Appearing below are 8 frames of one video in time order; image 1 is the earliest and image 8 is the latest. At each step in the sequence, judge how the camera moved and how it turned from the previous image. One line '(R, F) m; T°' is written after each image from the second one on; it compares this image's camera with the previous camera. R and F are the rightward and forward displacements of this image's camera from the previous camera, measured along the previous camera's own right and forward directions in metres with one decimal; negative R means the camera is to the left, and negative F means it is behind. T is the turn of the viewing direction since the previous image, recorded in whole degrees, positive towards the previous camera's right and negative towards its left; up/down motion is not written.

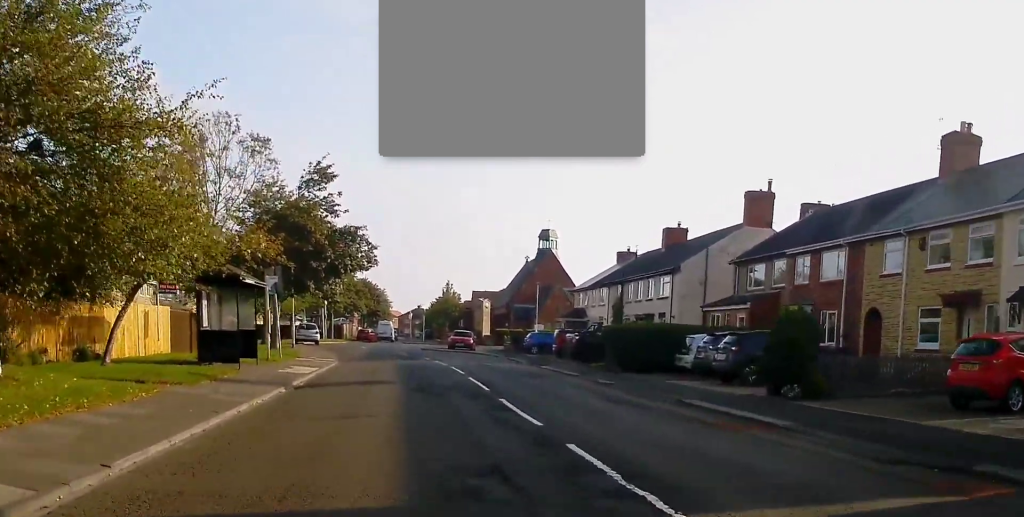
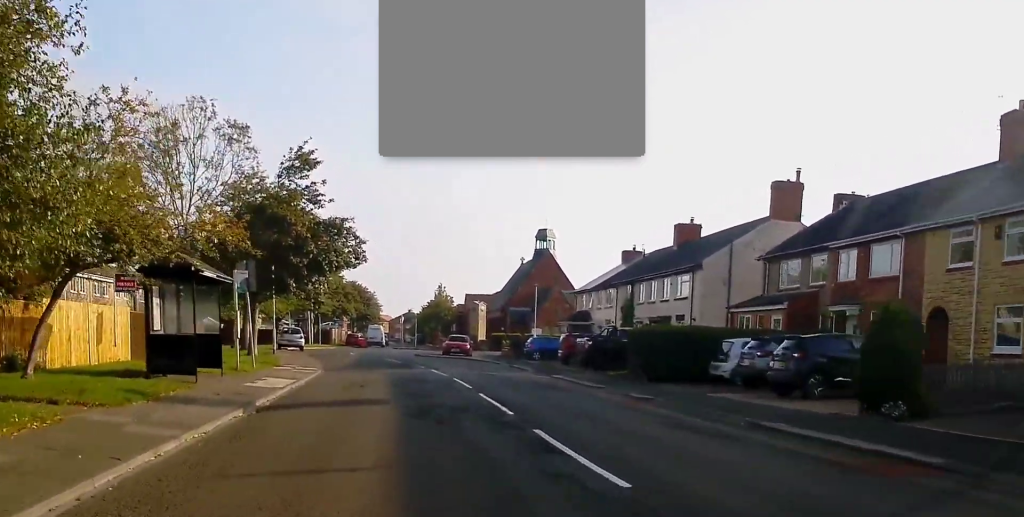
(0.0, +4.1) m; 0°
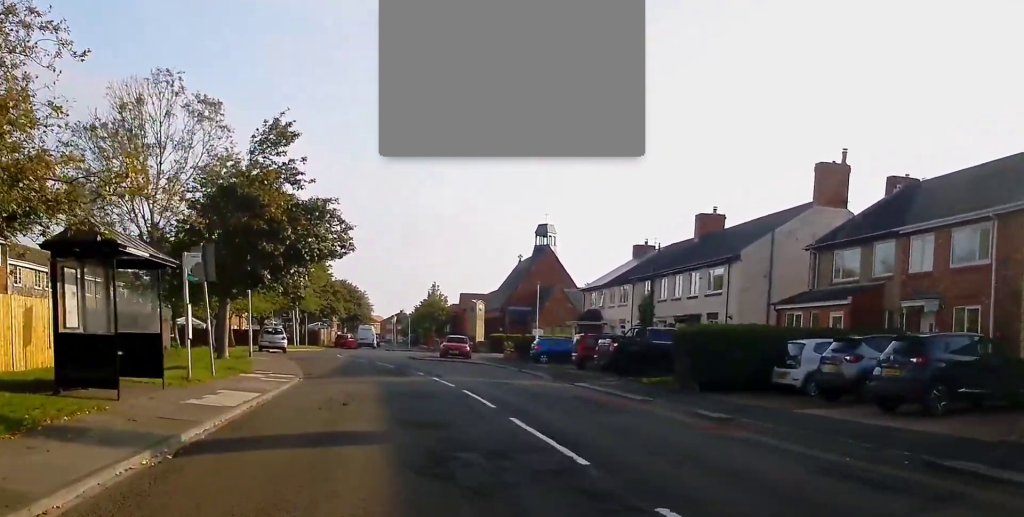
(0.0, +5.0) m; -1°
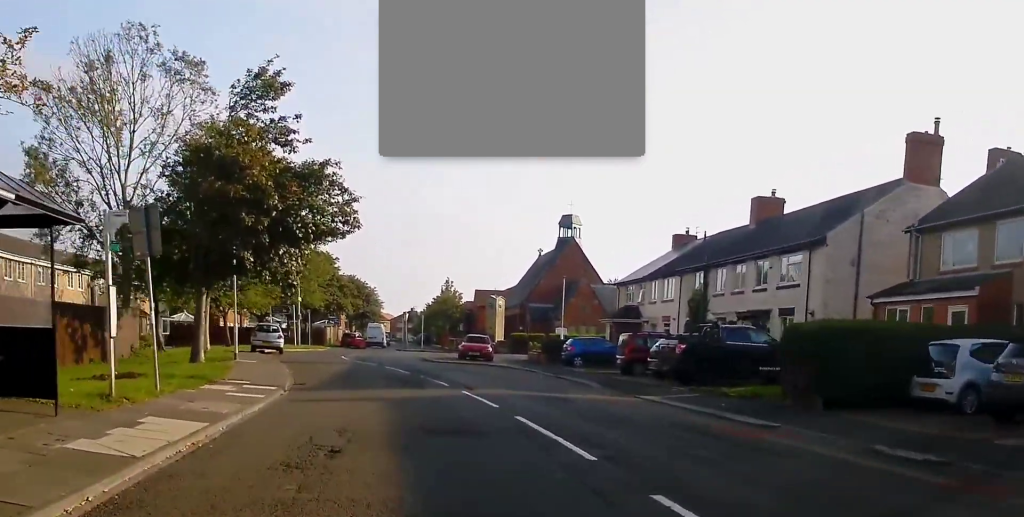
(-0.1, +5.8) m; 0°
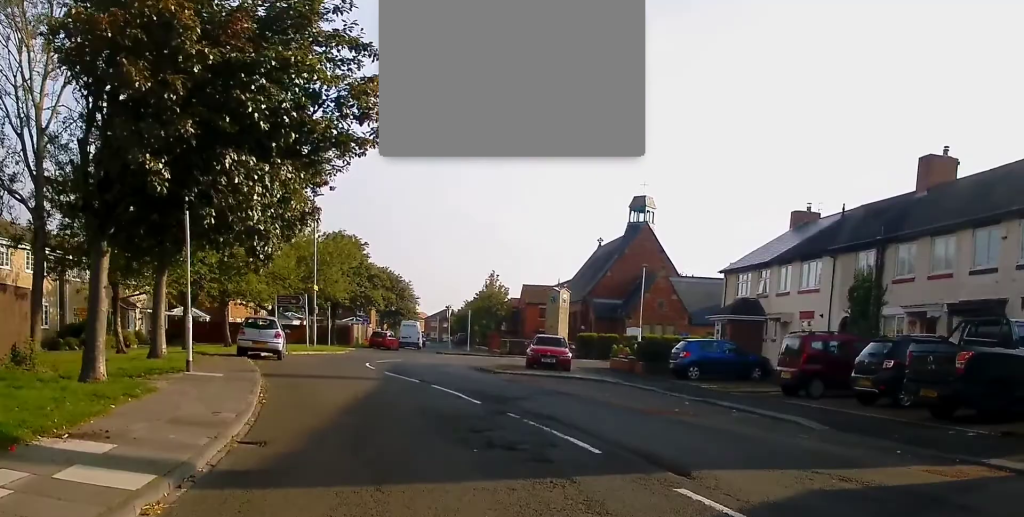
(+0.3, +11.6) m; -1°
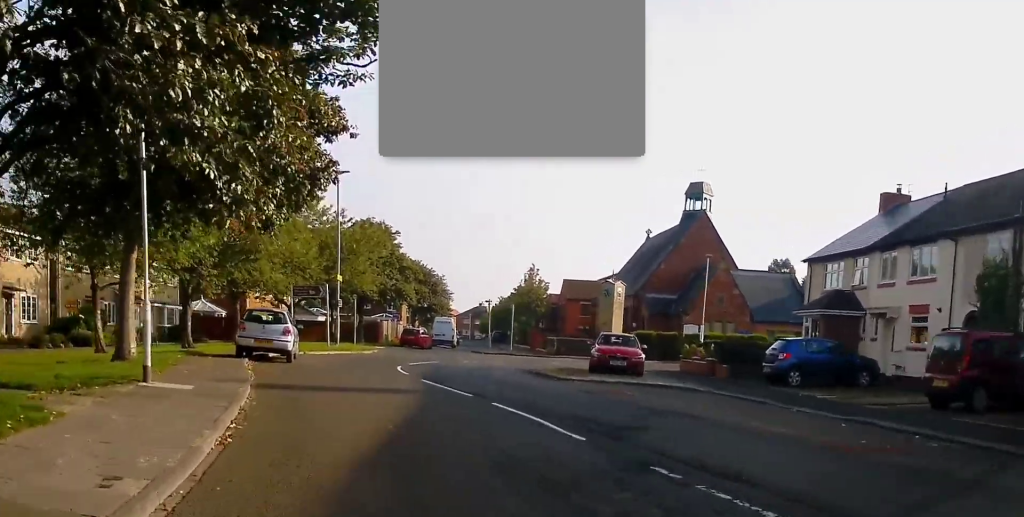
(-0.4, +5.3) m; -2°
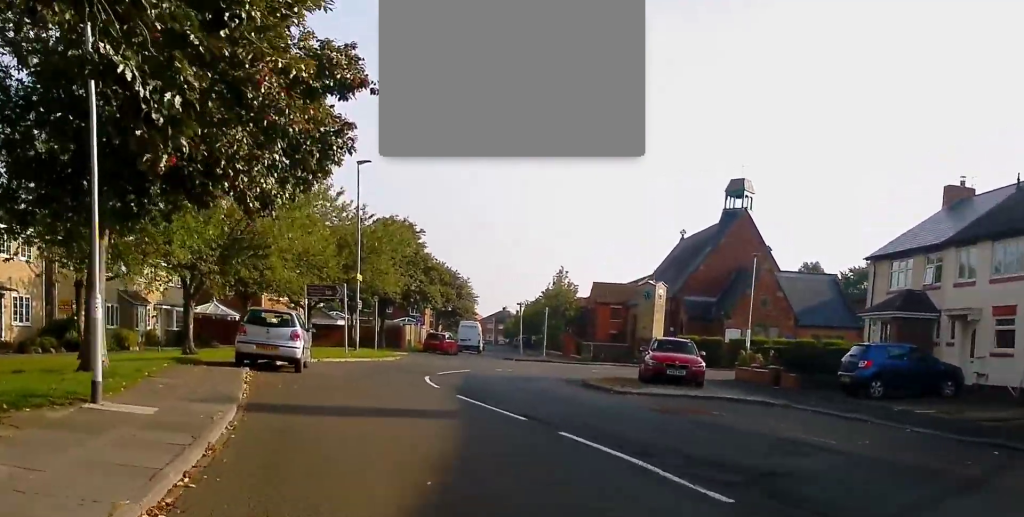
(0.0, +3.4) m; 0°
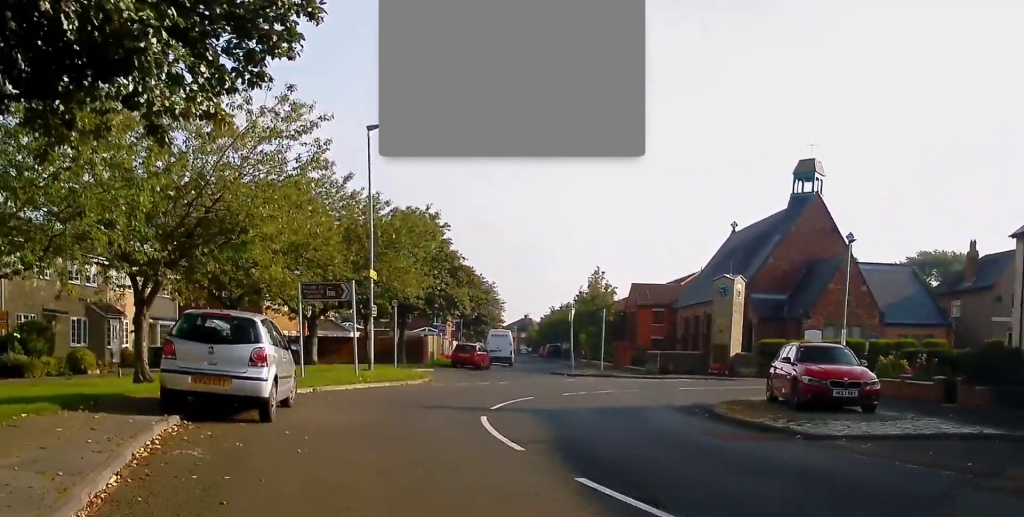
(+0.1, +8.0) m; -2°
